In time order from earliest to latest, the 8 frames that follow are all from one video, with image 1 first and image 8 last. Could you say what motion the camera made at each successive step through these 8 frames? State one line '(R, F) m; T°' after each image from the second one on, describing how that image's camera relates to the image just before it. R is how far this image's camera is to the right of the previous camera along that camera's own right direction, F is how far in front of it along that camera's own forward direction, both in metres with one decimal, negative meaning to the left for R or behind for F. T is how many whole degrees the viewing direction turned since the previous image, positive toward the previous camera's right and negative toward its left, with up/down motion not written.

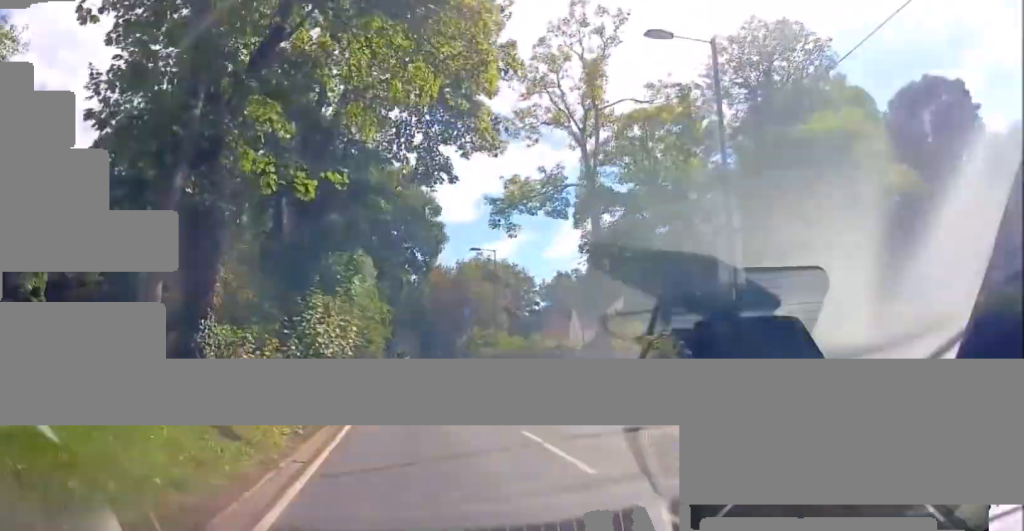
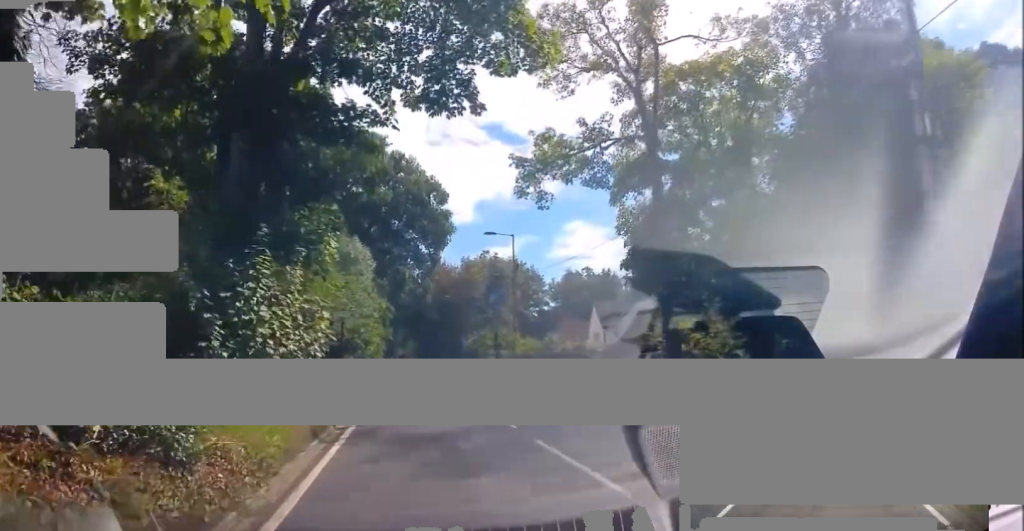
(+0.4, +6.3) m; +4°
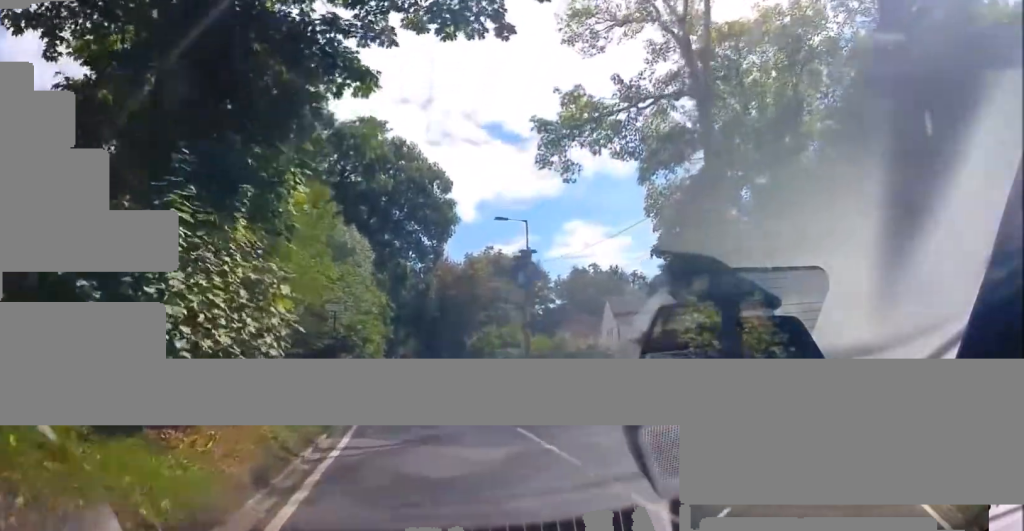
(+0.1, +3.9) m; -1°
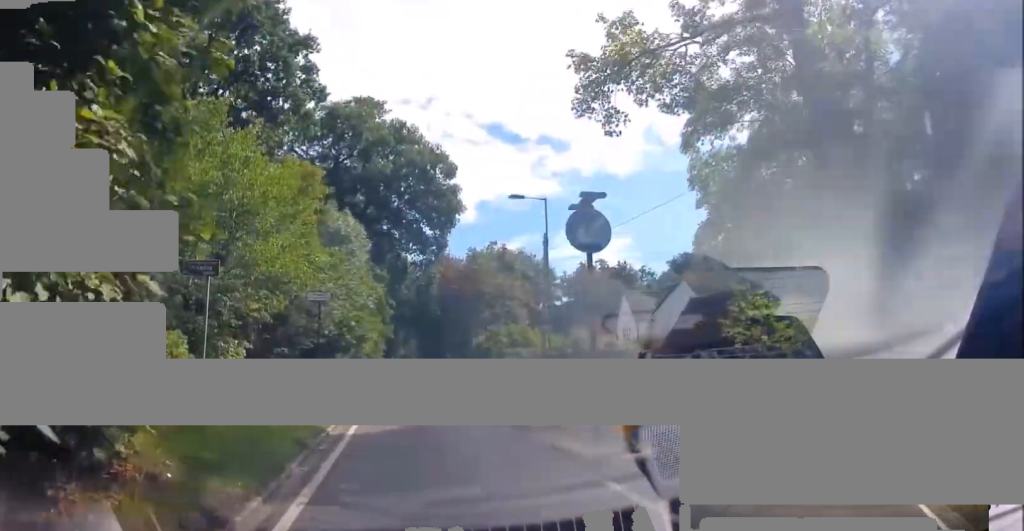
(-0.1, +4.6) m; -1°
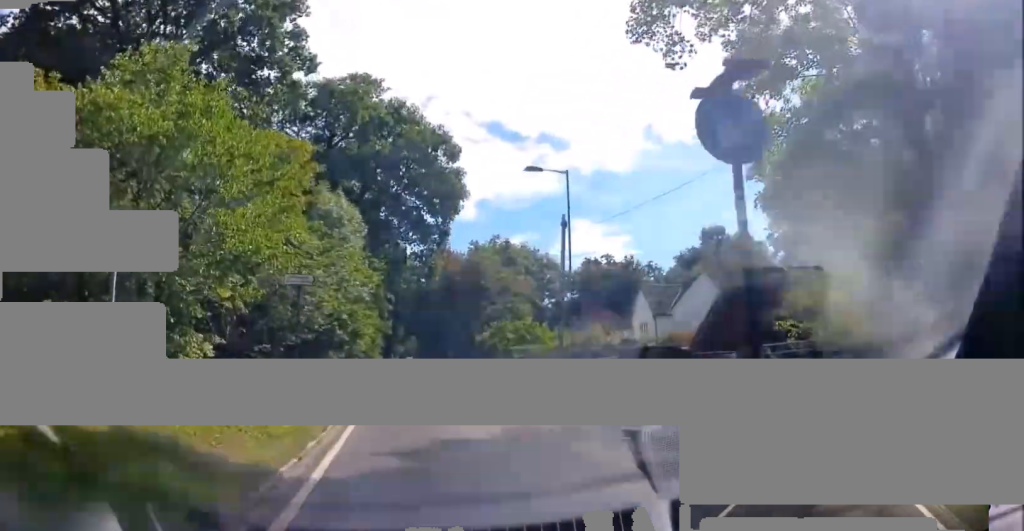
(-0.2, +4.3) m; -1°
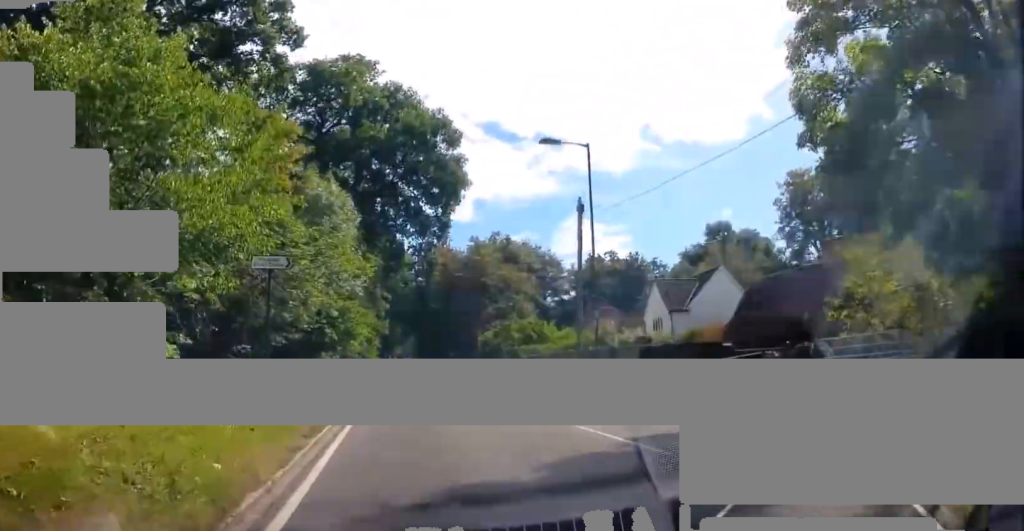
(0.0, +3.5) m; 0°
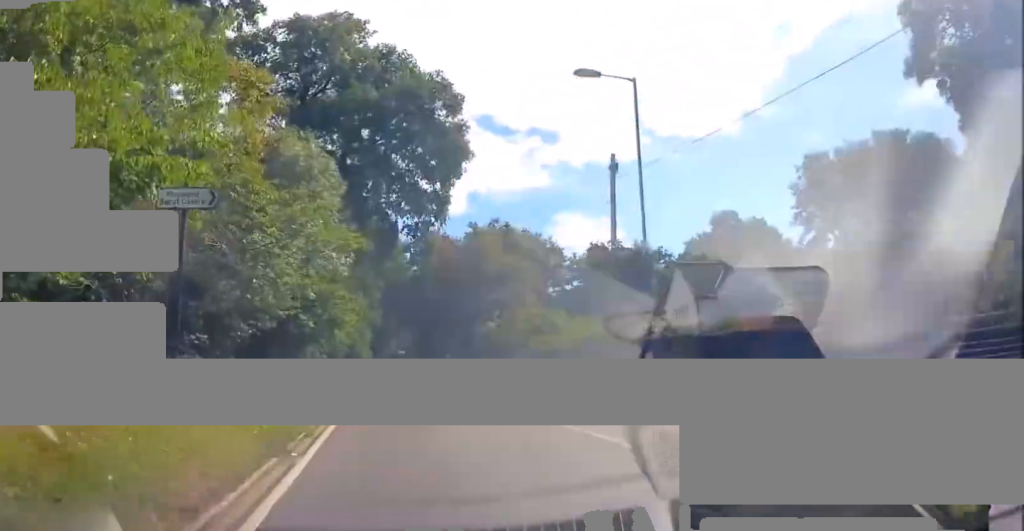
(0.0, +5.4) m; +1°
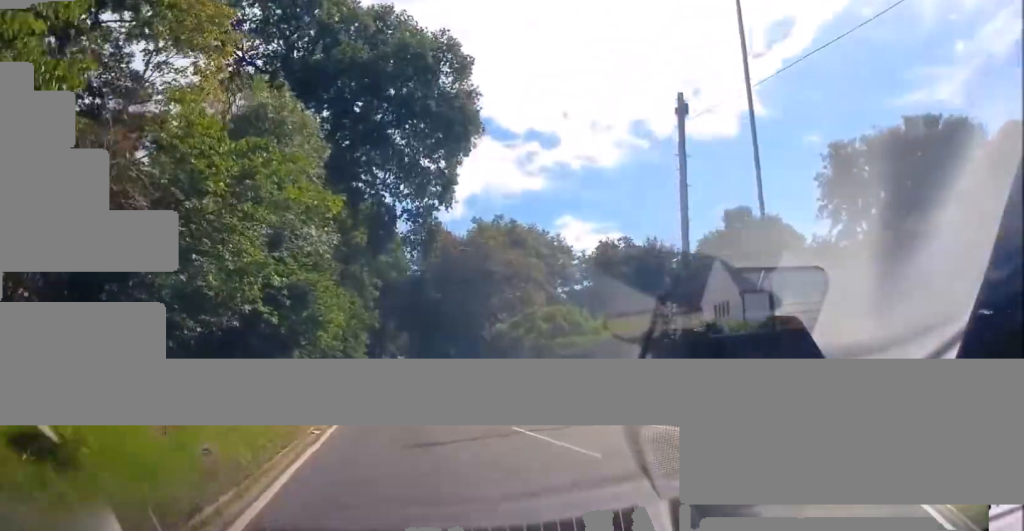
(0.0, +5.9) m; +2°
